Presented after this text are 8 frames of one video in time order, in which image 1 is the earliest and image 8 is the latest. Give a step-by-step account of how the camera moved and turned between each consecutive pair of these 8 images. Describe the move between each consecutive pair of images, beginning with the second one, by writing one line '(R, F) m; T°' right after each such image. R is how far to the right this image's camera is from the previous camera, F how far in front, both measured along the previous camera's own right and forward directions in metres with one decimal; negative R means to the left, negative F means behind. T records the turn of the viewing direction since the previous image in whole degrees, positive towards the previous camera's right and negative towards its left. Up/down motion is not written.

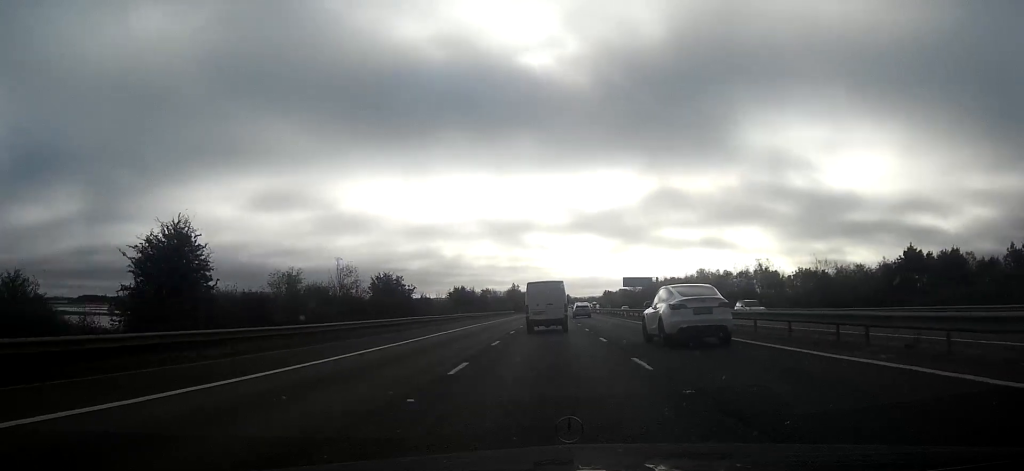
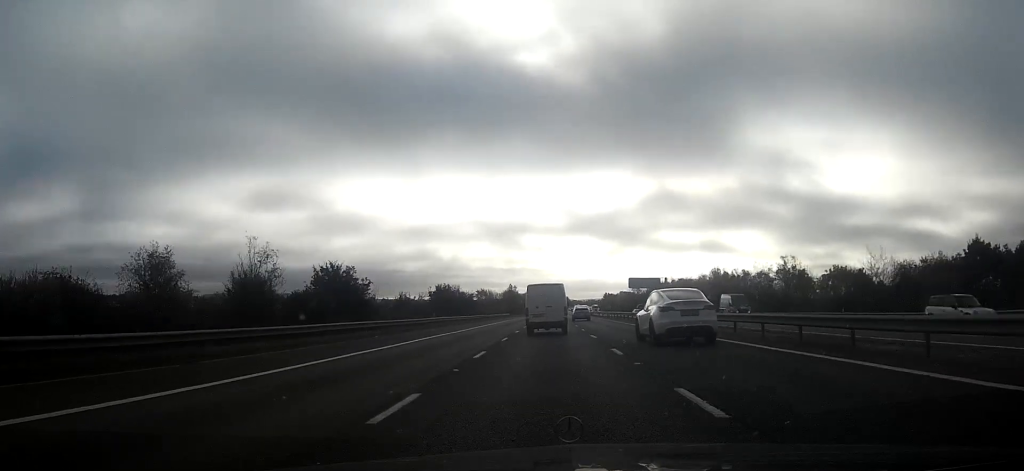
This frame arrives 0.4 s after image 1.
(0.0, +13.6) m; 0°
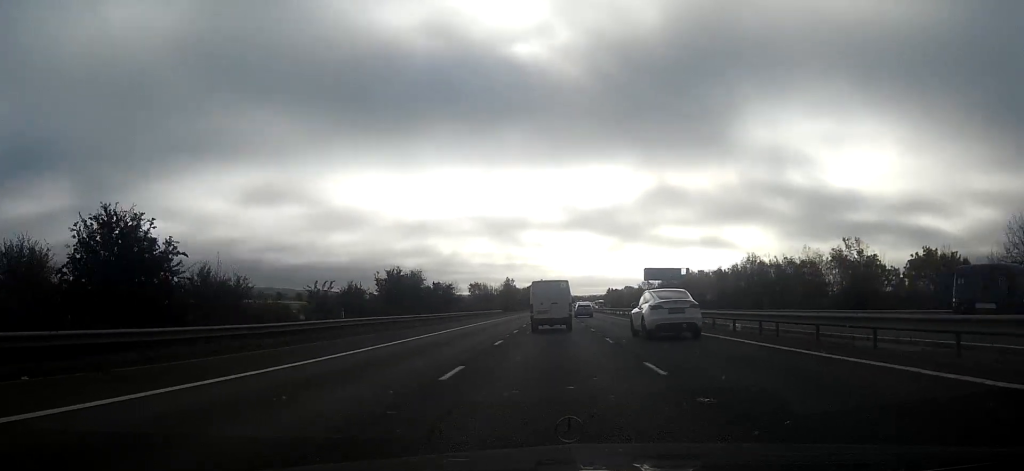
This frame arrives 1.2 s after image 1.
(+0.1, +23.2) m; +1°
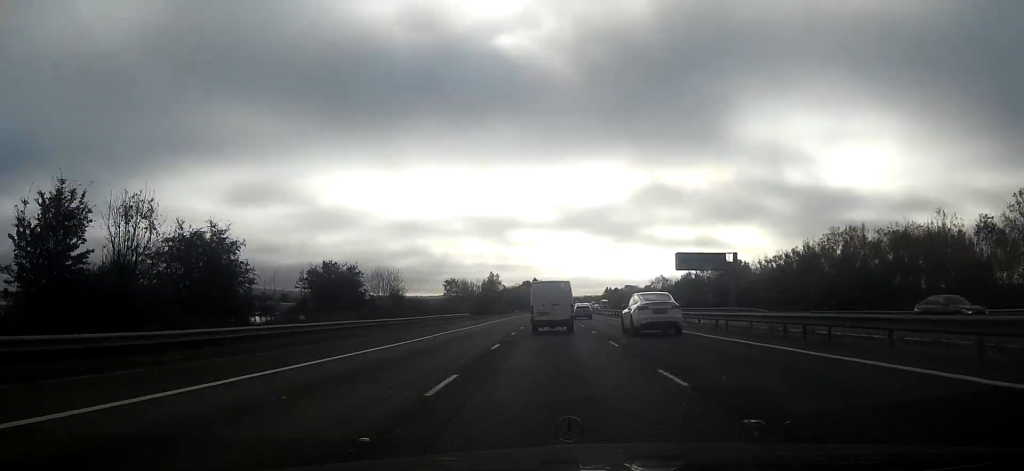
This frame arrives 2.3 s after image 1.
(+0.2, +37.2) m; 0°
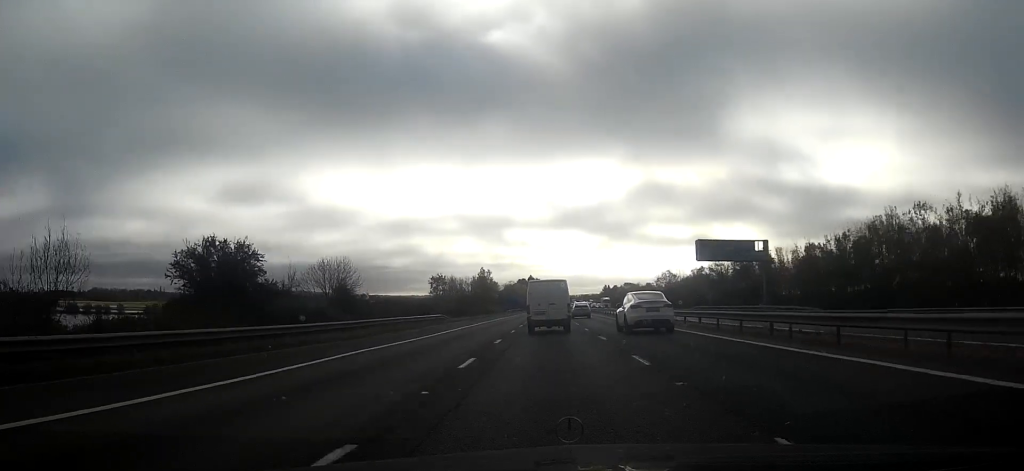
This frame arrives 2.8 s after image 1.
(-0.2, +15.0) m; 0°
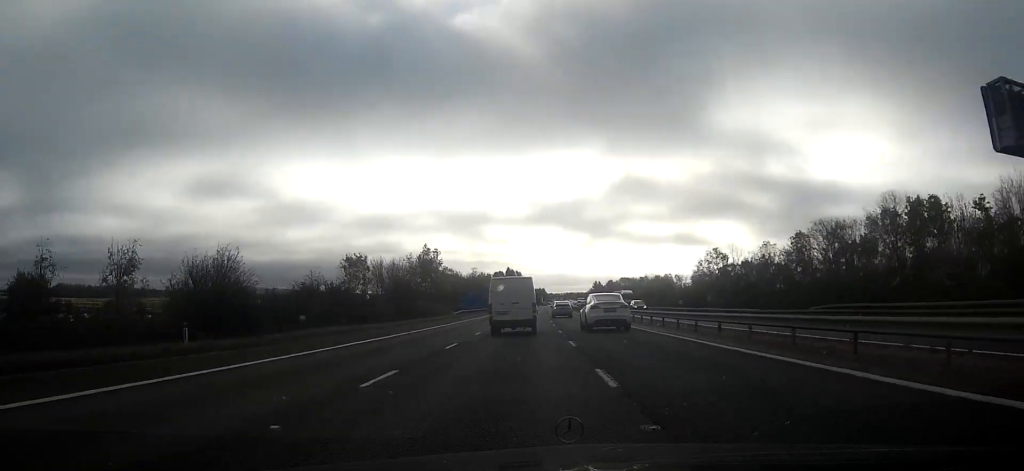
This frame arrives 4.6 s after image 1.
(+1.0, +57.4) m; +2°
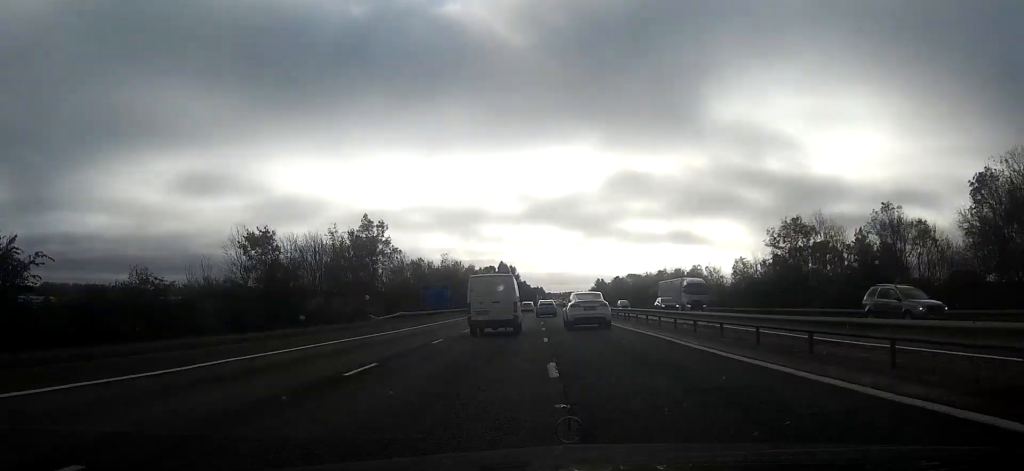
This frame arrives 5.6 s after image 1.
(+0.1, +34.9) m; 0°
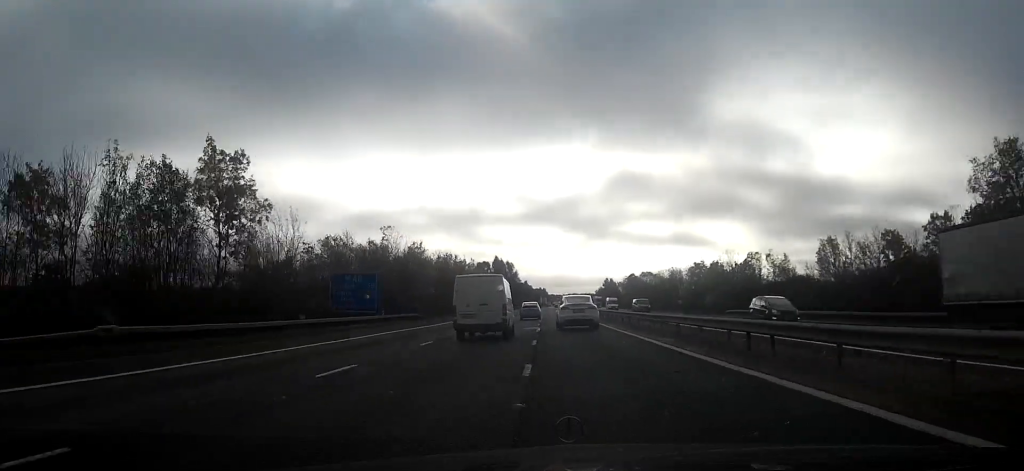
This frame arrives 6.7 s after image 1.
(0.0, +34.9) m; 0°
